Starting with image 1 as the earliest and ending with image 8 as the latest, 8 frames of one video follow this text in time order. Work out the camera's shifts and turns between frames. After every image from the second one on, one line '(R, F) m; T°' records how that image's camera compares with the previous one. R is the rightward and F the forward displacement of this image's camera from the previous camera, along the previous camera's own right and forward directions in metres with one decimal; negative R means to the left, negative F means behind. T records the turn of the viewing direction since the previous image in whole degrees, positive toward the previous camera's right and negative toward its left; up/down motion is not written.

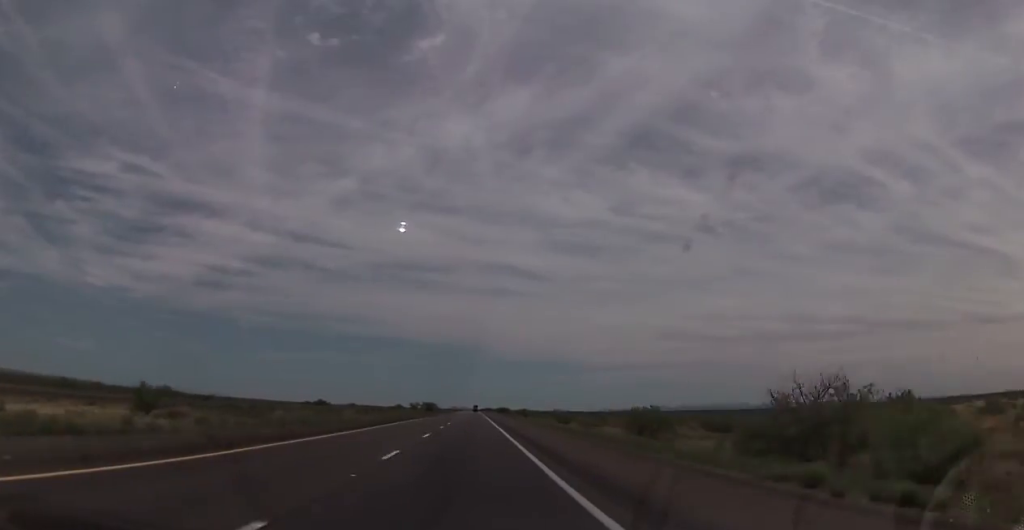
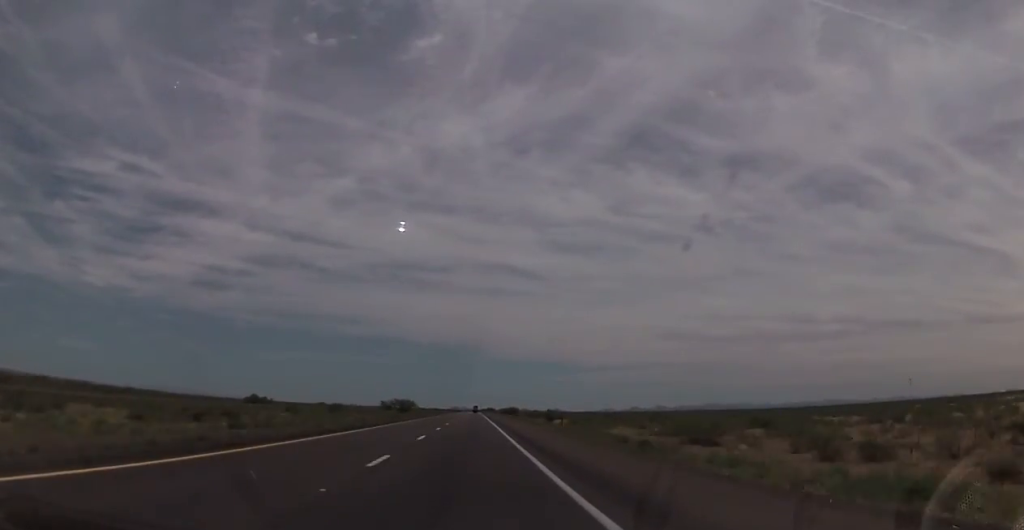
(+0.8, +77.0) m; 0°
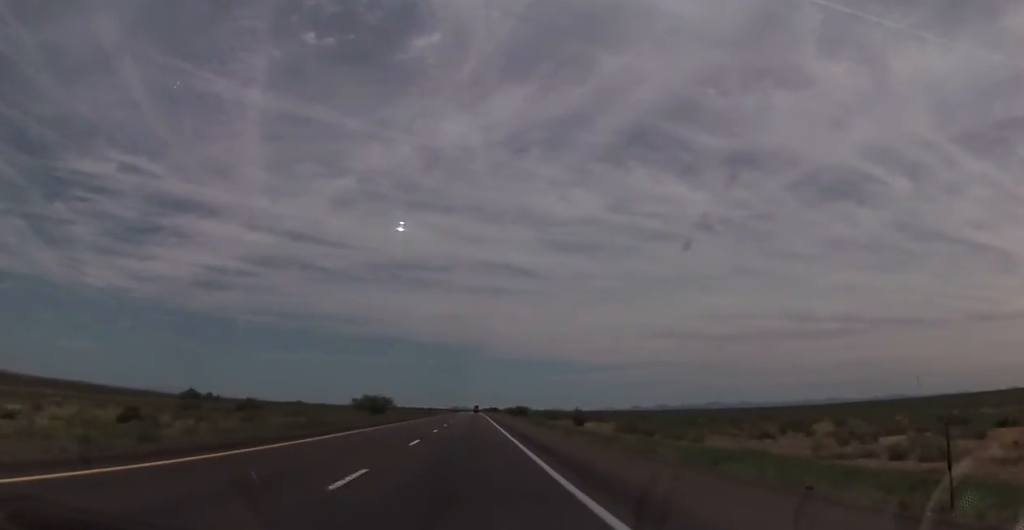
(-0.3, +40.8) m; 0°
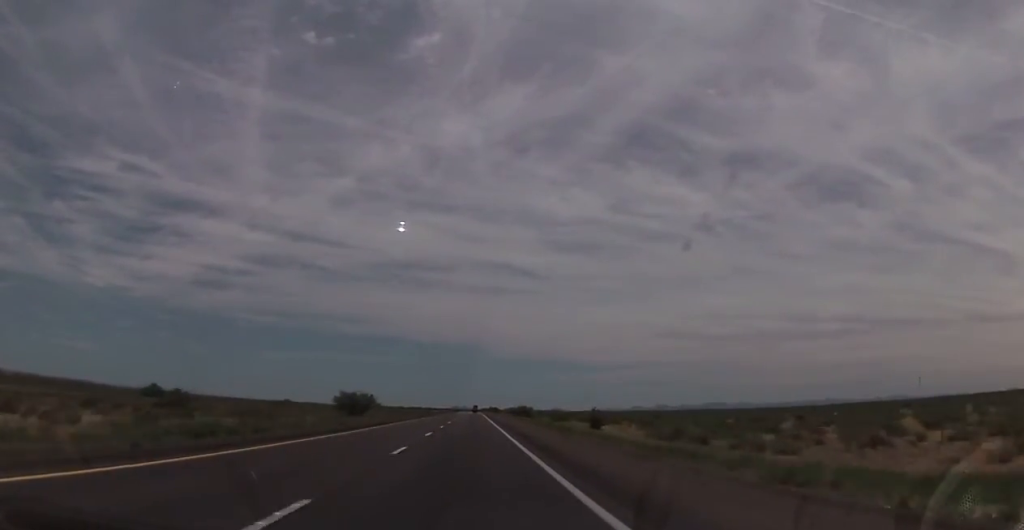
(0.0, +16.8) m; 0°
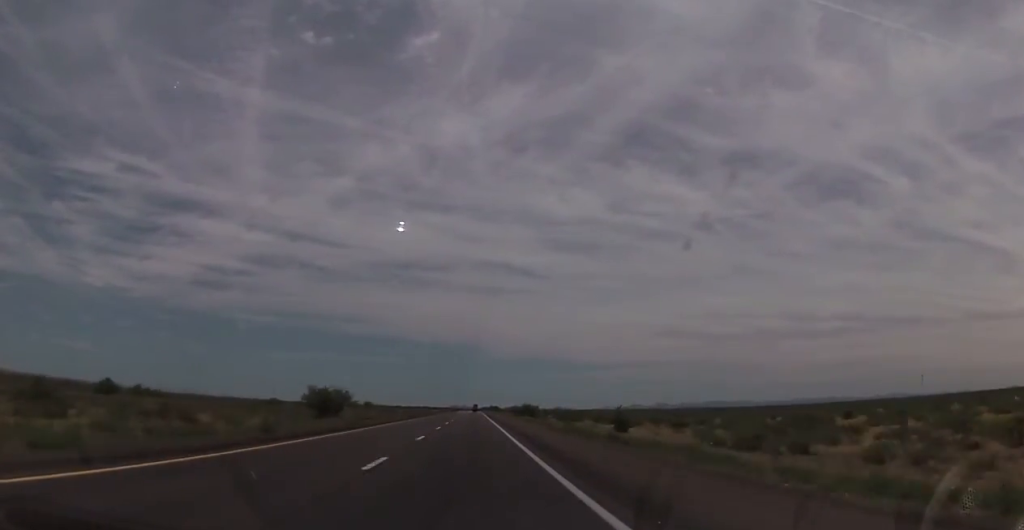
(0.0, +16.7) m; 0°
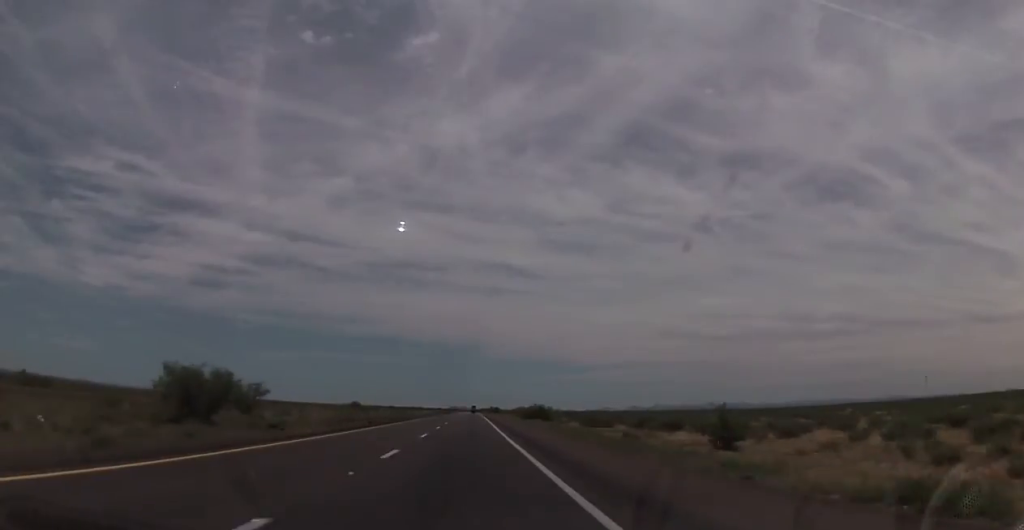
(+0.1, +33.5) m; 0°
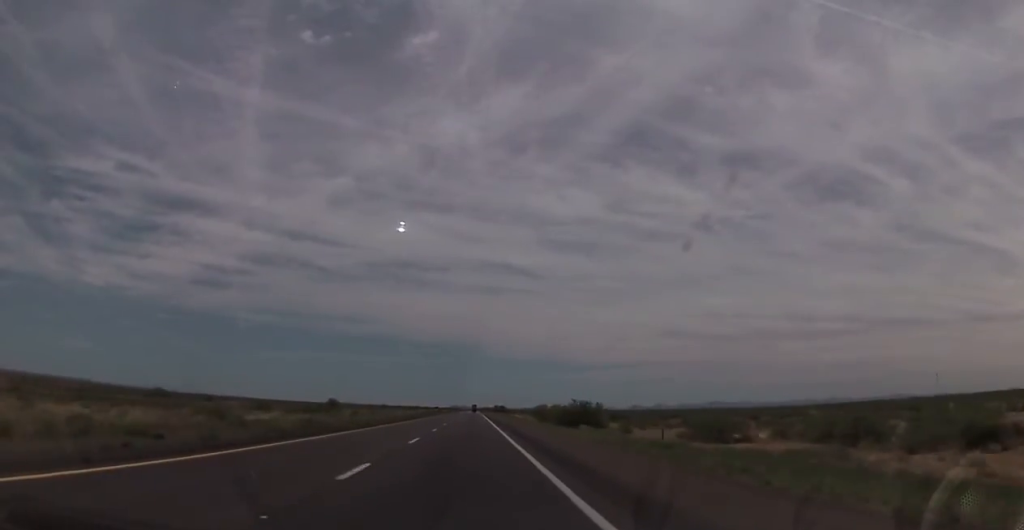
(+0.1, +53.5) m; 0°
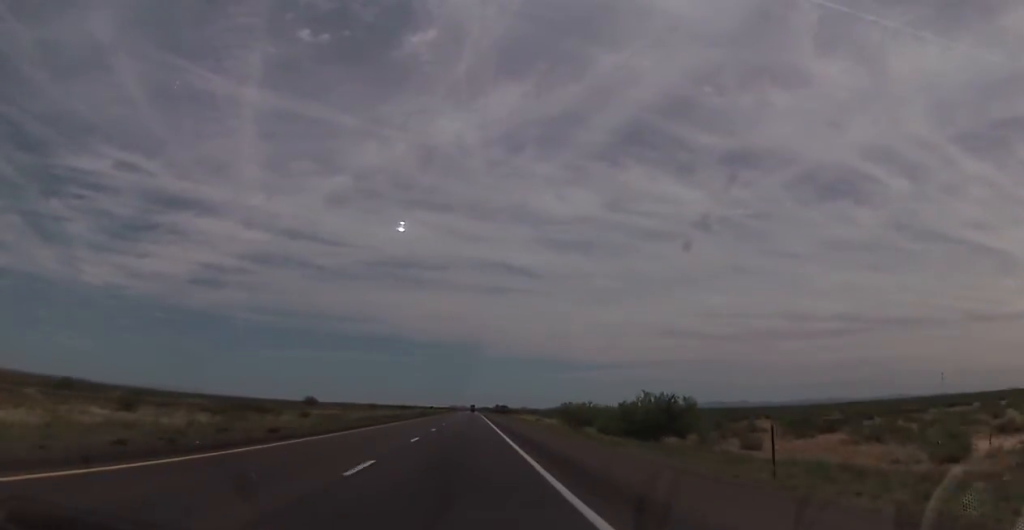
(+0.1, +35.5) m; 0°
